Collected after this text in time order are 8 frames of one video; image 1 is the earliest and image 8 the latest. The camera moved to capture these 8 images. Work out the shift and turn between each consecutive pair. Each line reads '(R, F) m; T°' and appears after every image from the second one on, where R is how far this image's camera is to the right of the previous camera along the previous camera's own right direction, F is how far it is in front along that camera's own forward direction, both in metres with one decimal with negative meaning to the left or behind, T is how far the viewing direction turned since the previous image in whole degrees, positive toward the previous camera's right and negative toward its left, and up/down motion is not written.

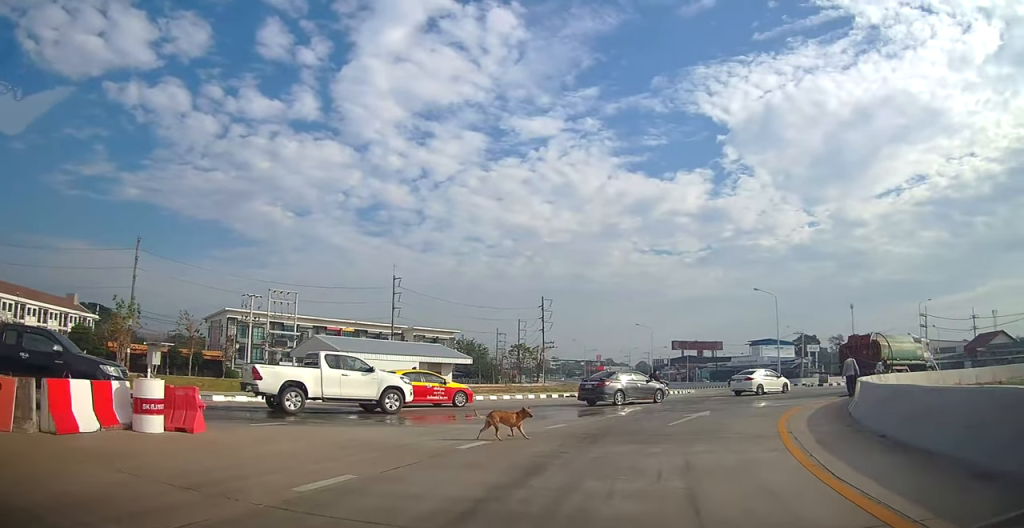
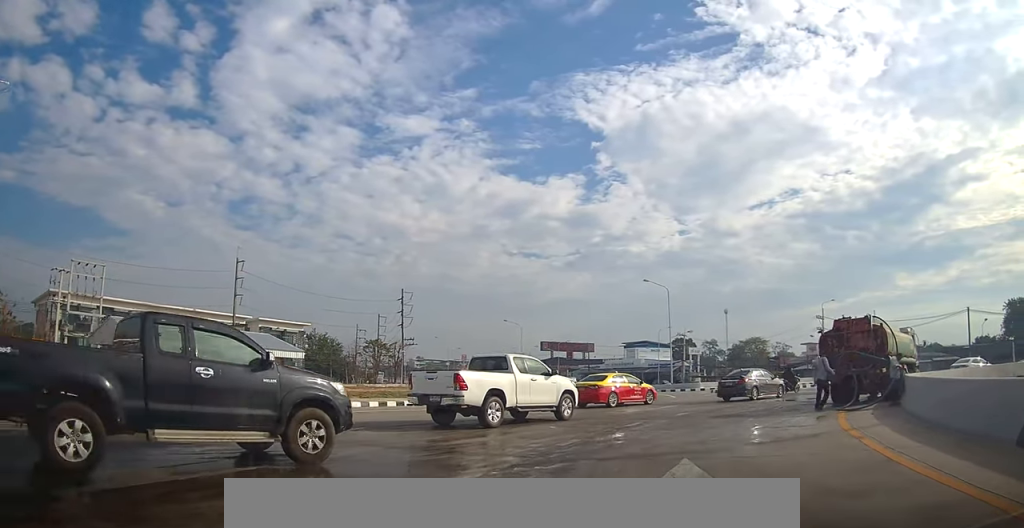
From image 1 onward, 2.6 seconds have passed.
(+1.1, +12.9) m; +16°
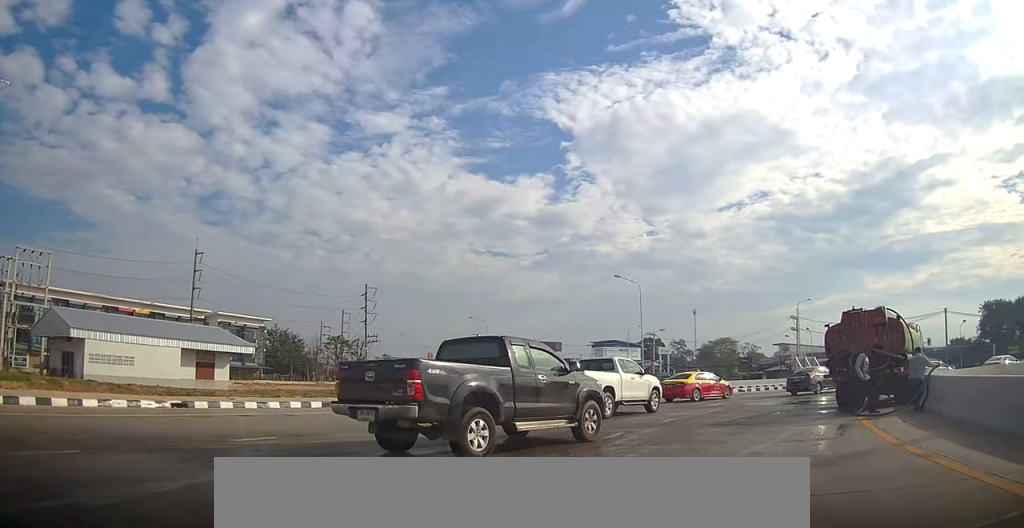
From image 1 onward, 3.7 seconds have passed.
(+0.4, +3.3) m; +10°
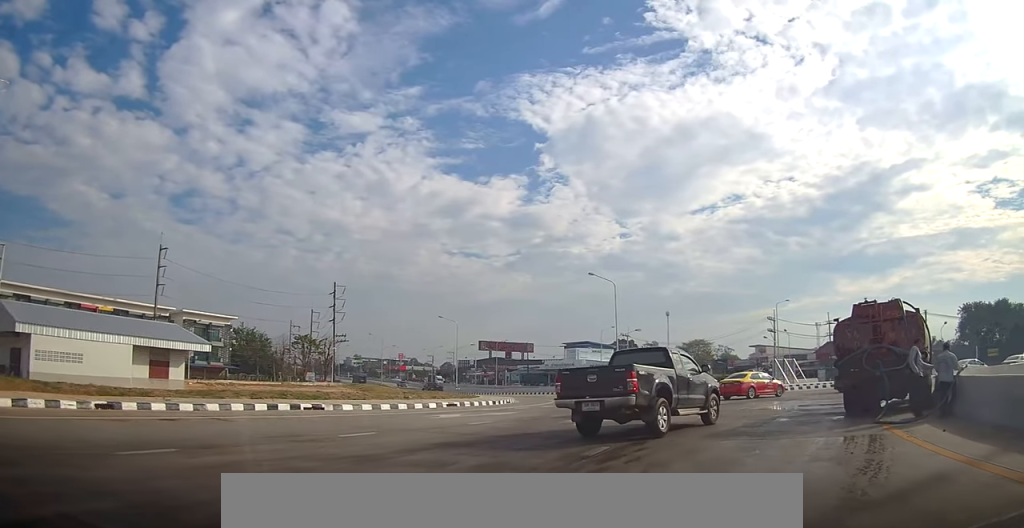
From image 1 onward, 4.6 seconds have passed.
(+0.1, +2.1) m; +8°
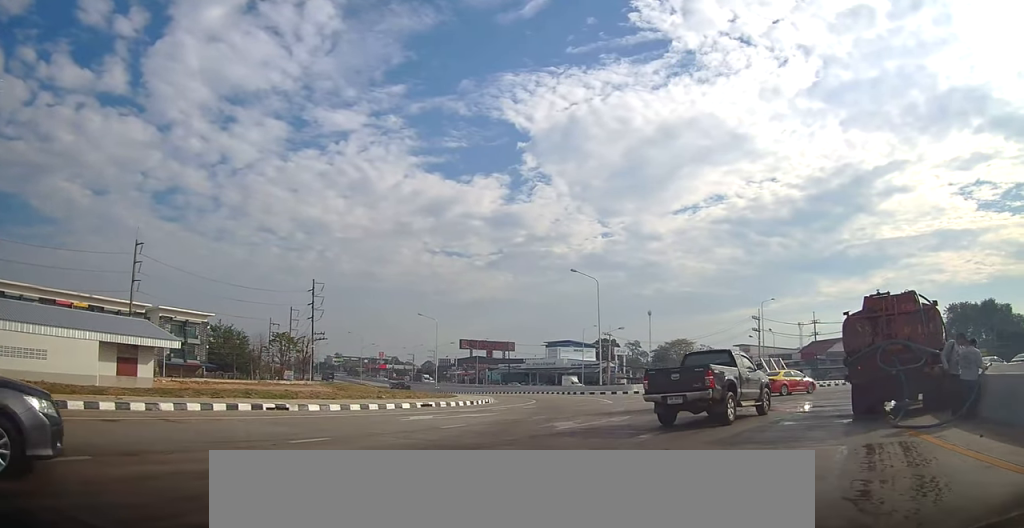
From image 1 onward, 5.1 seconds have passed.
(+0.1, +1.3) m; +5°
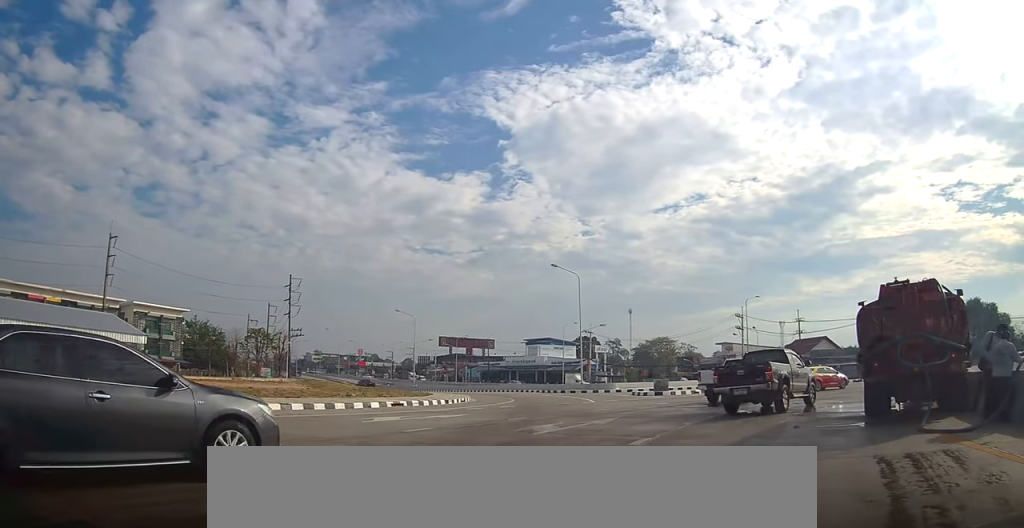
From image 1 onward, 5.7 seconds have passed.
(+0.1, +1.4) m; +5°
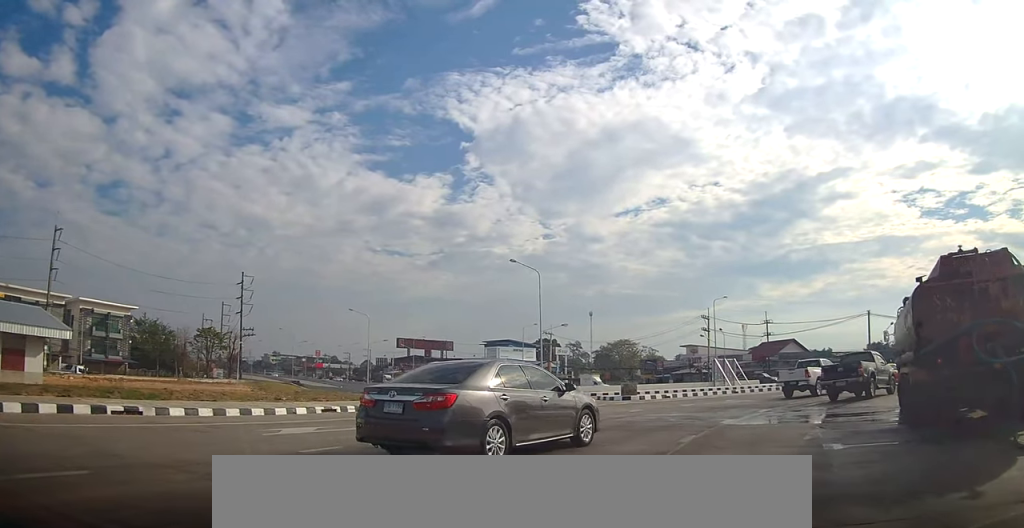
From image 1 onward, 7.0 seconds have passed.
(+0.3, +3.1) m; +6°
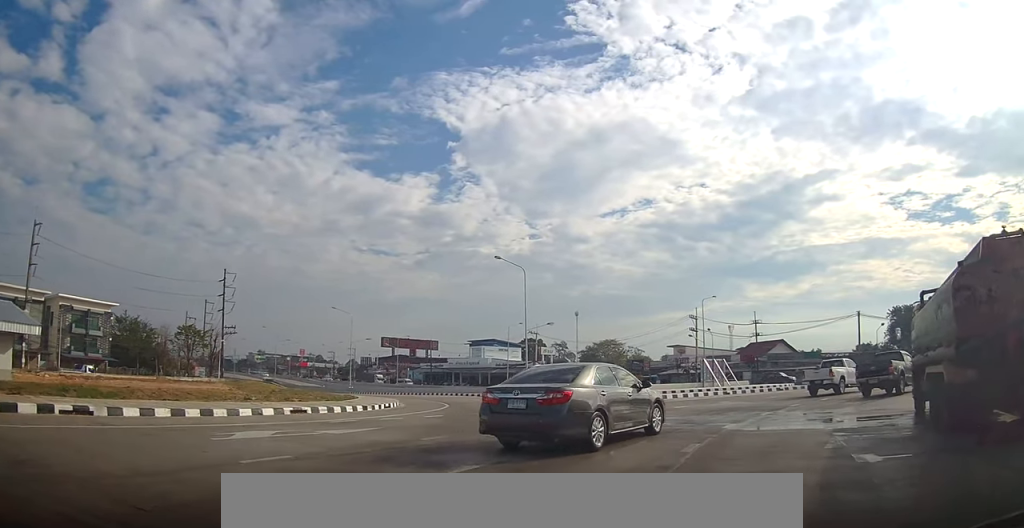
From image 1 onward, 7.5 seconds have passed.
(+0.1, +1.2) m; -1°
